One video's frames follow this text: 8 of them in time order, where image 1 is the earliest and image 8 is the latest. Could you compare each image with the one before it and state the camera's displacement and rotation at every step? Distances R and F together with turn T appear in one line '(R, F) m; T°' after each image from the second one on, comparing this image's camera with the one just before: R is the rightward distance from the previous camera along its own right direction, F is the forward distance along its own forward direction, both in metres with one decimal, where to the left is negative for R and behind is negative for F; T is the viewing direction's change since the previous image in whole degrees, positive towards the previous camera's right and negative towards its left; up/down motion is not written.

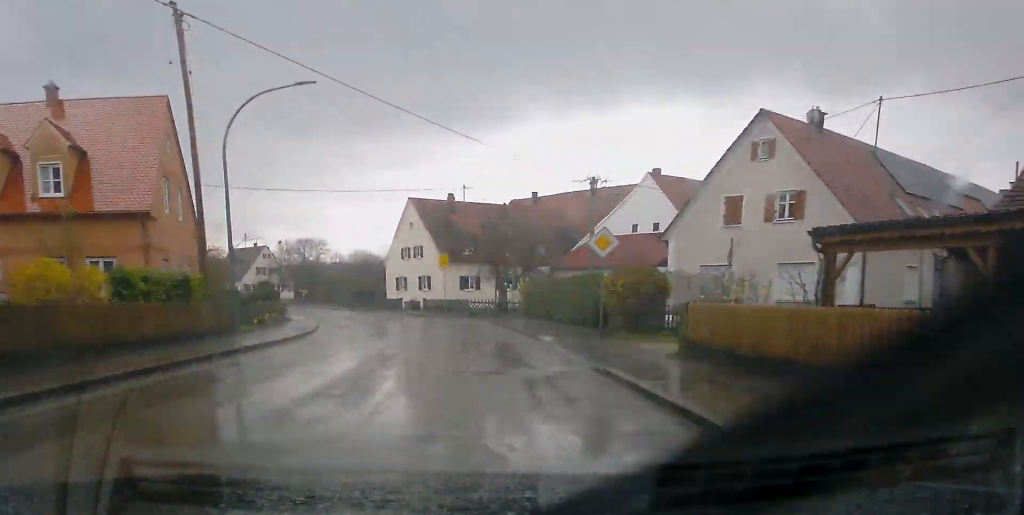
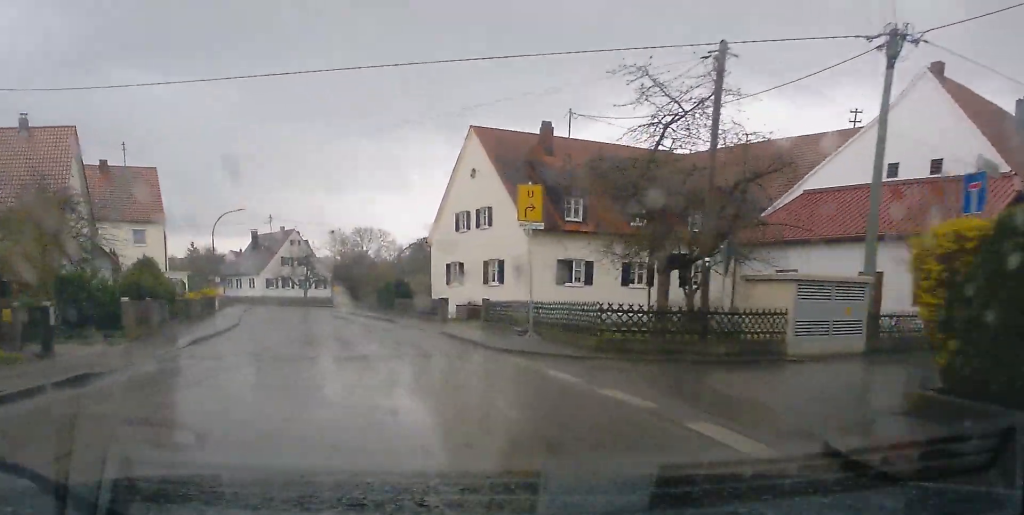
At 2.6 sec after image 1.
(-0.4, +28.8) m; -7°
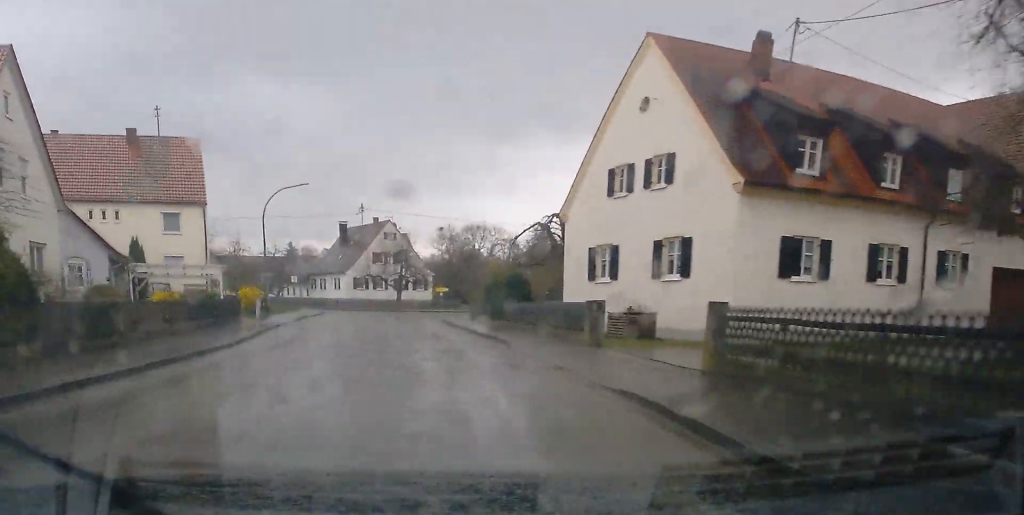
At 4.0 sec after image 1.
(-1.0, +15.0) m; -4°
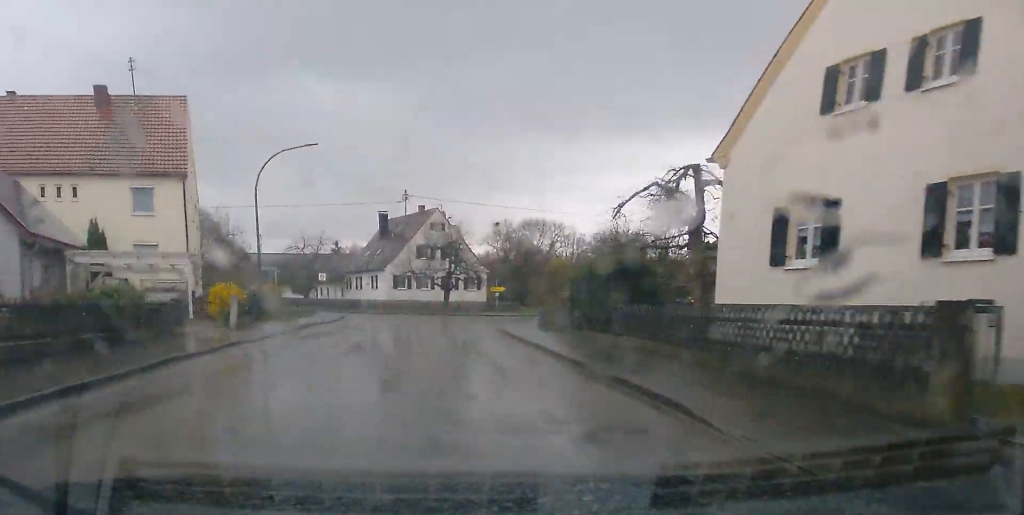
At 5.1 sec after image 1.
(-1.0, +12.5) m; -2°
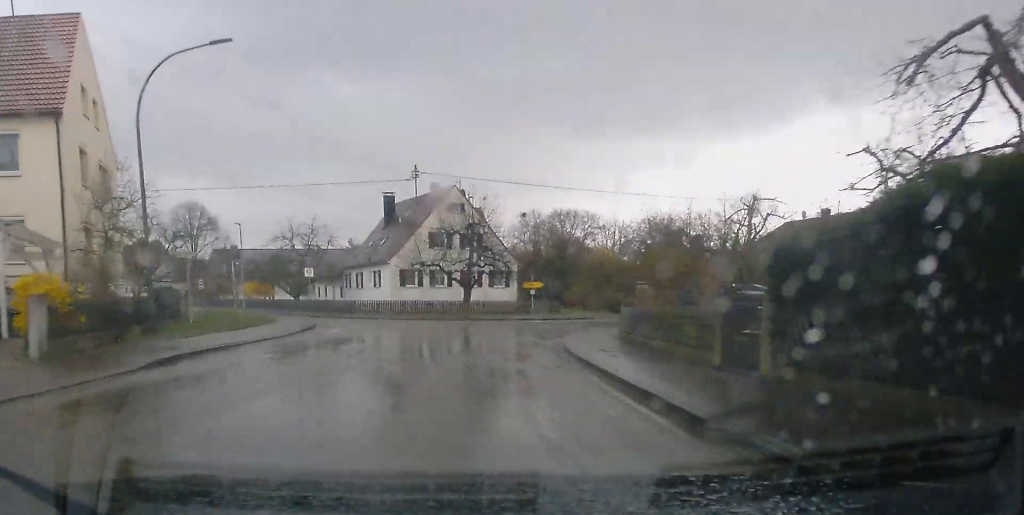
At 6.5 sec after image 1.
(+0.2, +13.8) m; +2°
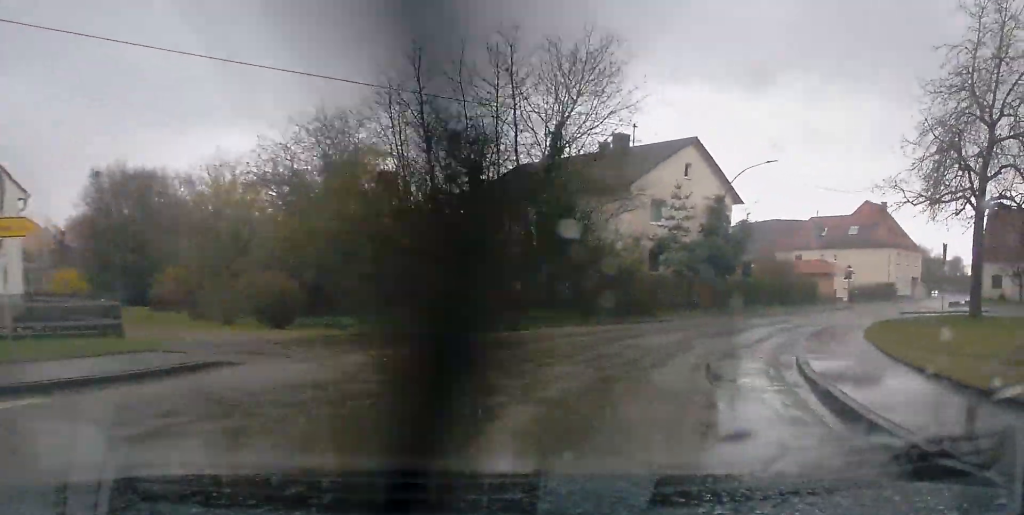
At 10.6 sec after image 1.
(+6.1, +35.6) m; +33°
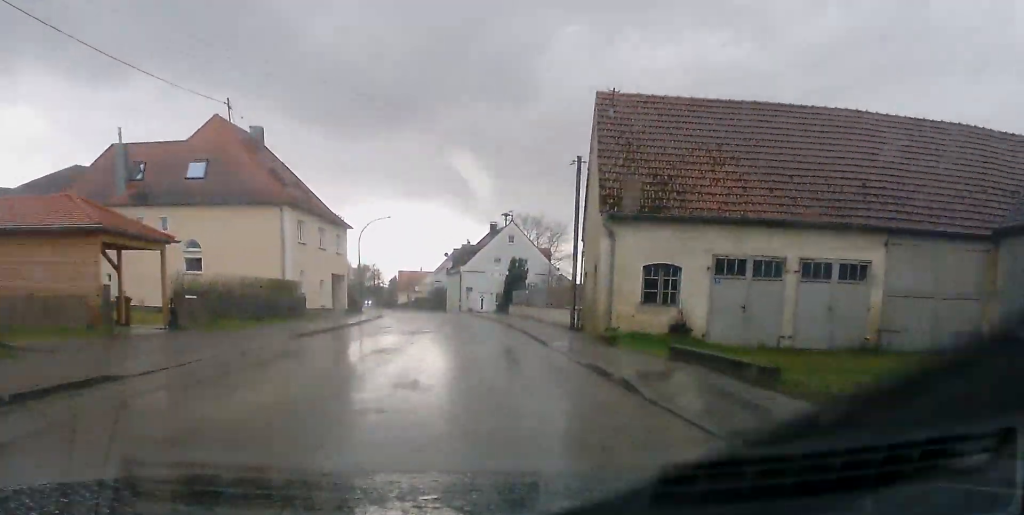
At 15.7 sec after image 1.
(+20.6, +43.0) m; +35°
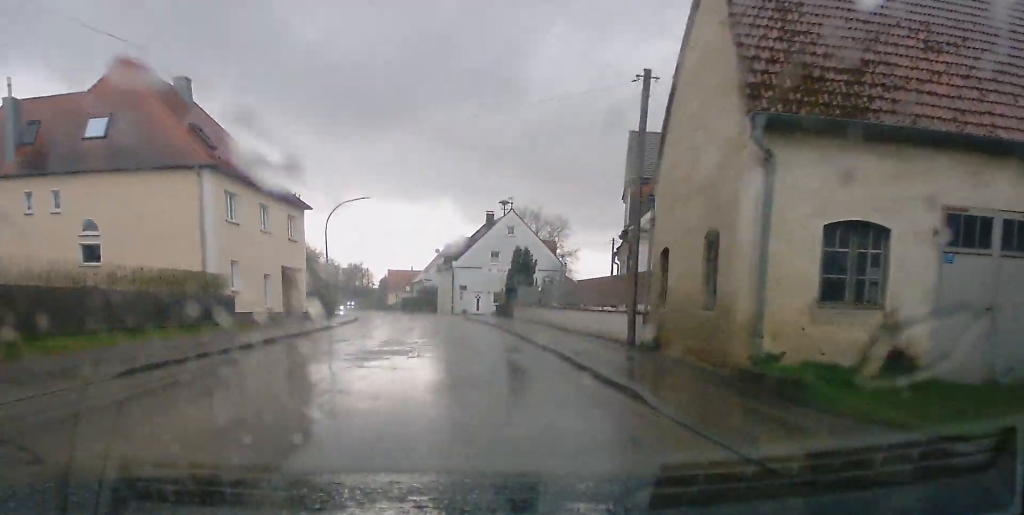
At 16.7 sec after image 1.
(+0.3, +11.1) m; +2°
